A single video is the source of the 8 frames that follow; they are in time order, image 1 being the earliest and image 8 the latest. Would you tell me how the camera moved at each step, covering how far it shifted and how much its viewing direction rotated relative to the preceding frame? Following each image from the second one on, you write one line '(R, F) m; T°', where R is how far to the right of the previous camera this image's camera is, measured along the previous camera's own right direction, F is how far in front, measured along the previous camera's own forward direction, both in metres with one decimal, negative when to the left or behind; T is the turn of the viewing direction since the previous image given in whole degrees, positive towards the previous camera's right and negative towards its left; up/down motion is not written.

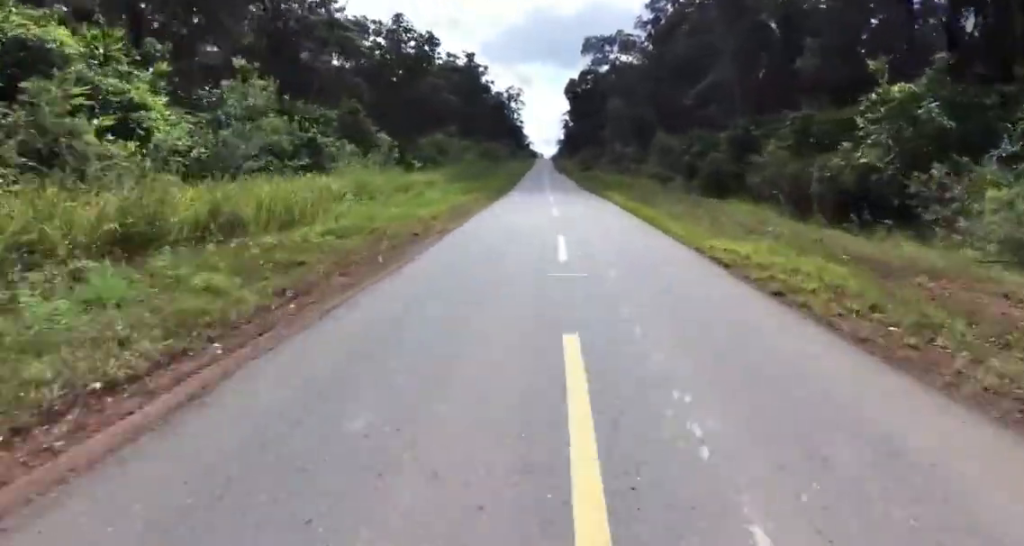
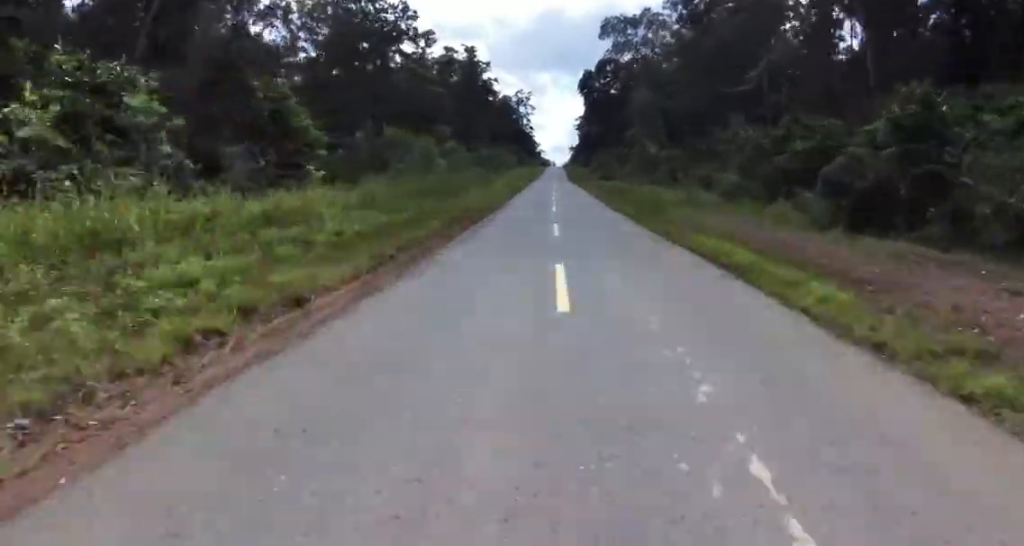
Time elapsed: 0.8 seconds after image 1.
(+0.6, +20.6) m; -1°
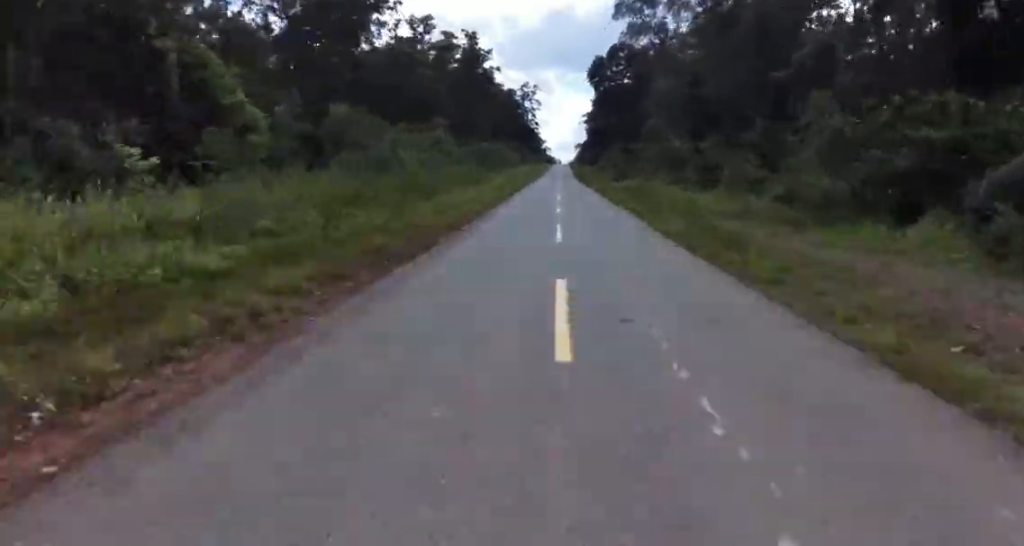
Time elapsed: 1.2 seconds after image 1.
(-0.8, +11.4) m; -1°
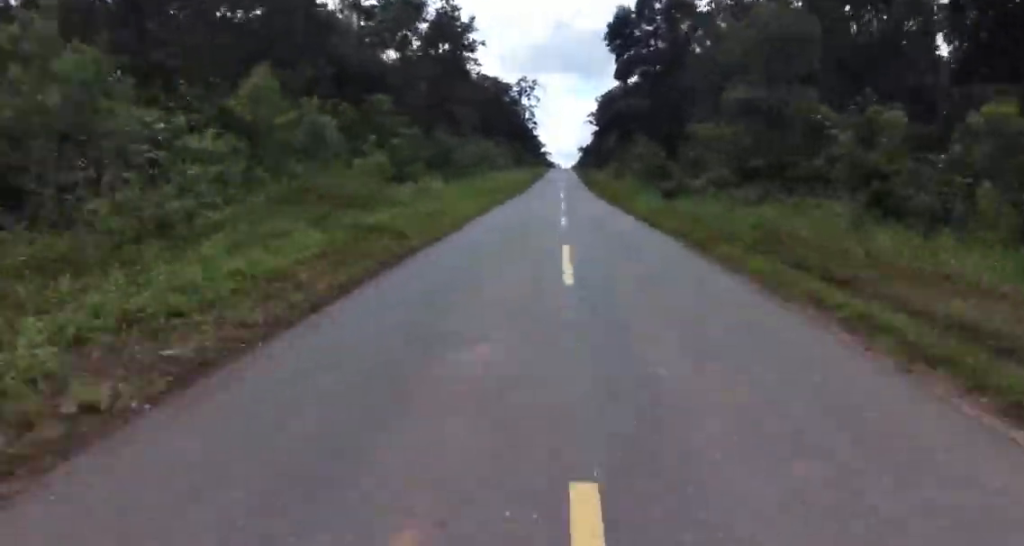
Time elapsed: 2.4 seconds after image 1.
(+0.1, +30.0) m; +2°
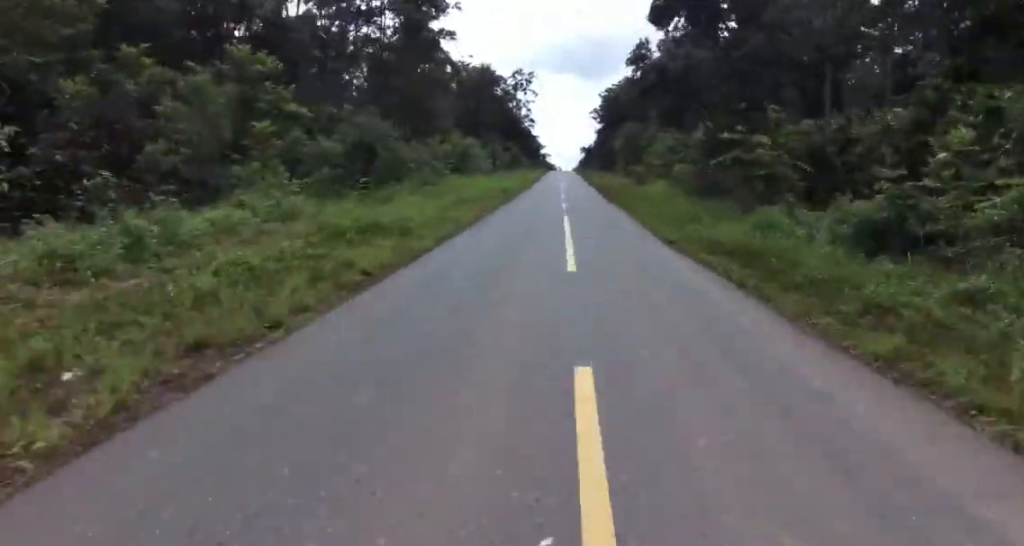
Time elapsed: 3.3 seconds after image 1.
(+0.3, +24.6) m; 0°
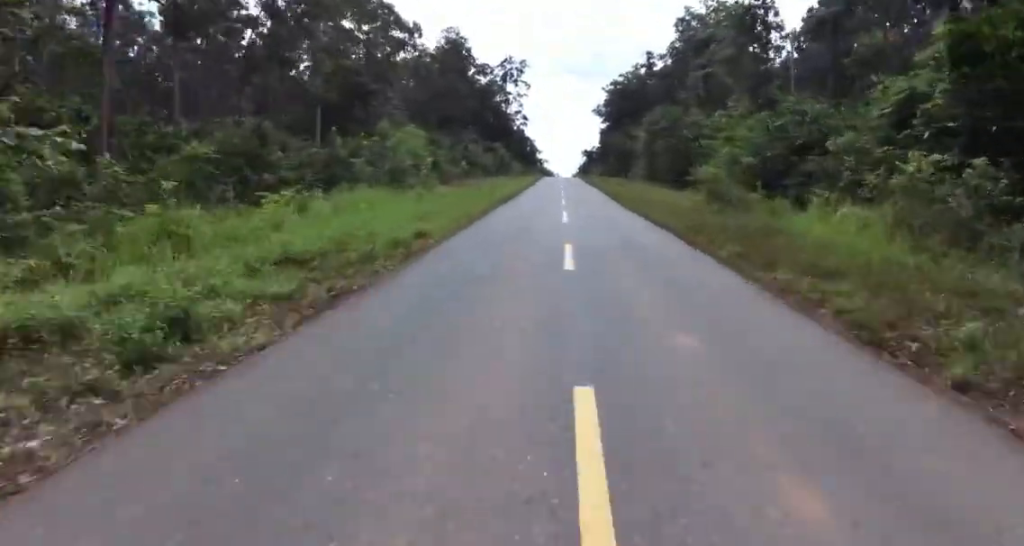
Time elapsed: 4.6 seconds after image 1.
(-0.7, +32.7) m; -1°
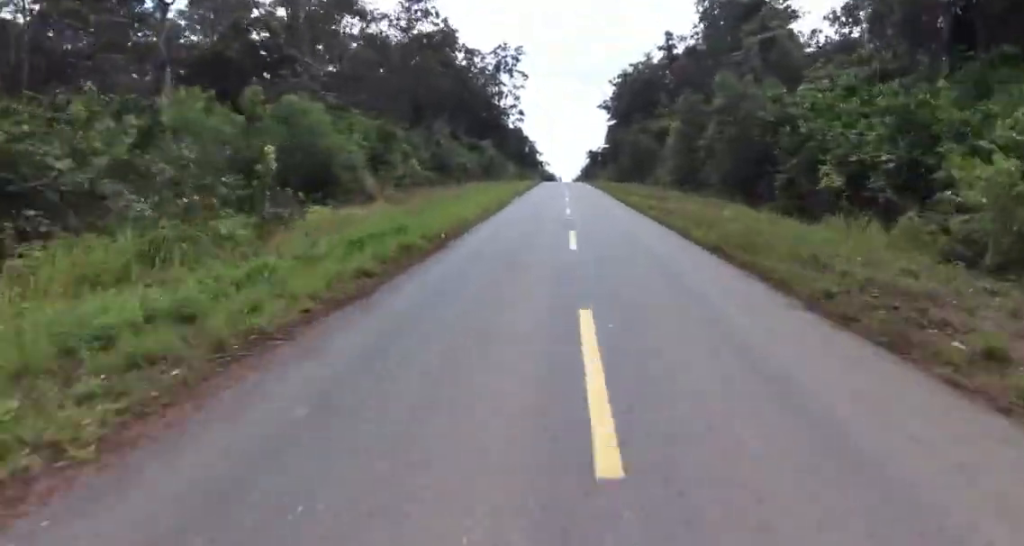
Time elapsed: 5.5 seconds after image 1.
(+0.3, +23.1) m; +1°
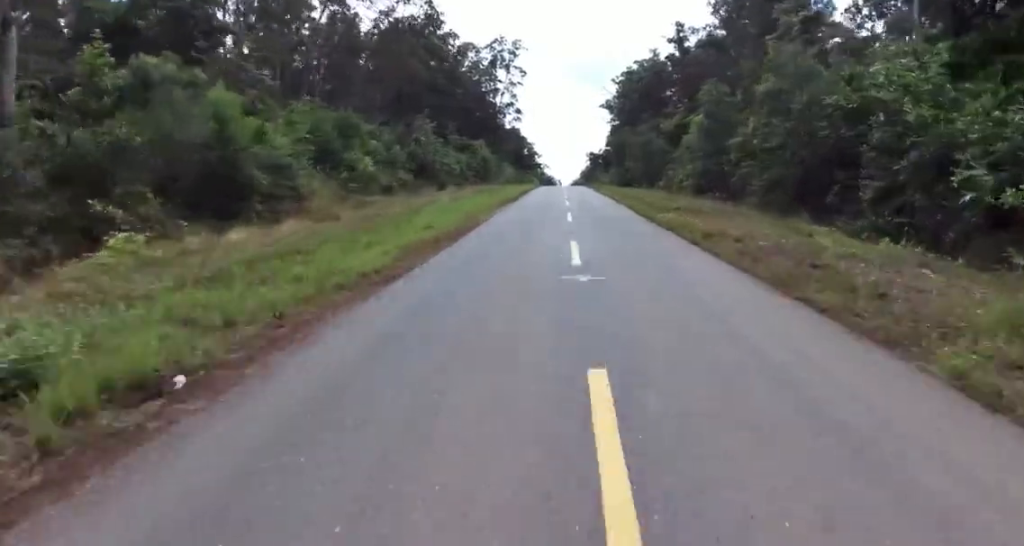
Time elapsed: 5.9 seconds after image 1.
(0.0, +10.3) m; +1°
